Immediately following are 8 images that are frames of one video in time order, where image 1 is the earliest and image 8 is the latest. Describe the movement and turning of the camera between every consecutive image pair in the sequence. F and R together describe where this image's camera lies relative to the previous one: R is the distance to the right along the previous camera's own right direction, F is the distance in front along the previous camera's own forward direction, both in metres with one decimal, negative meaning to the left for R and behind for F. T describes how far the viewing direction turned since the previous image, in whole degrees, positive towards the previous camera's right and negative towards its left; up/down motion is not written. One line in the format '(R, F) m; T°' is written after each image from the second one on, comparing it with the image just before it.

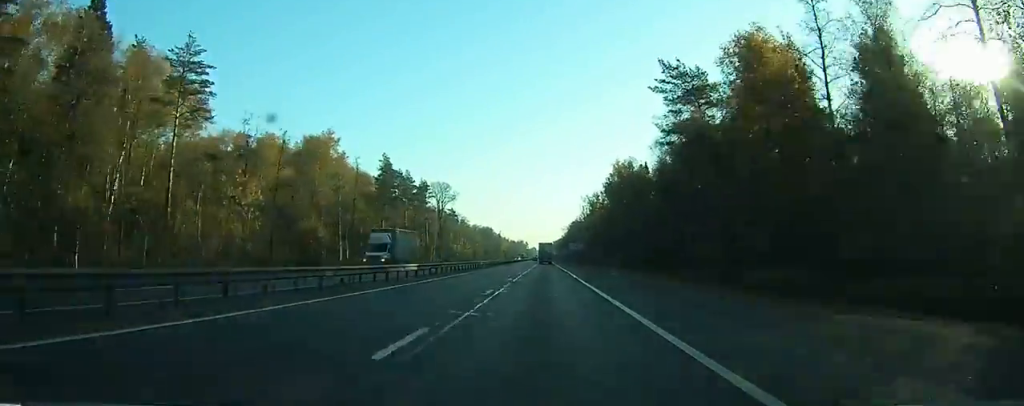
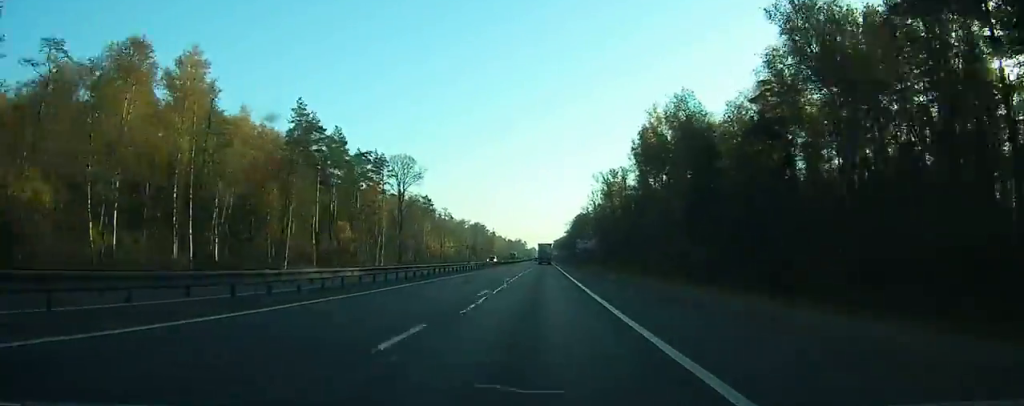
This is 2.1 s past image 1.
(-0.3, +47.3) m; 0°
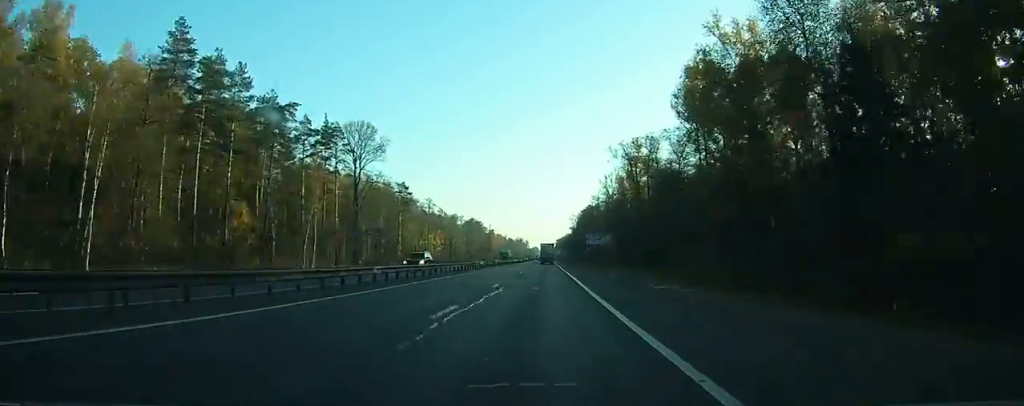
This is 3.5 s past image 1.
(0.0, +32.1) m; 0°
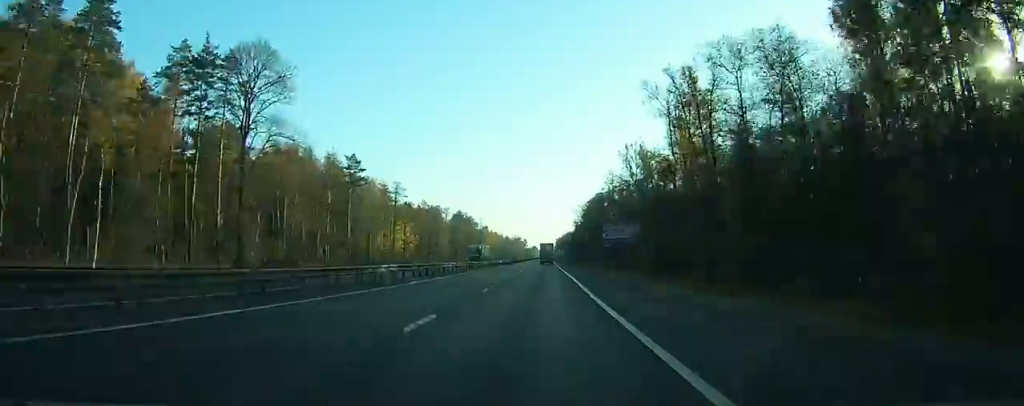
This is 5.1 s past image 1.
(0.0, +38.2) m; 0°
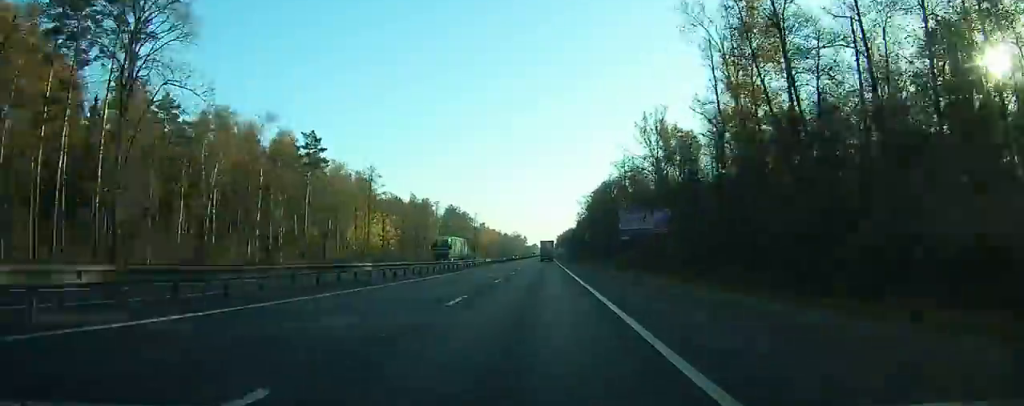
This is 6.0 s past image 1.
(0.0, +19.9) m; 0°
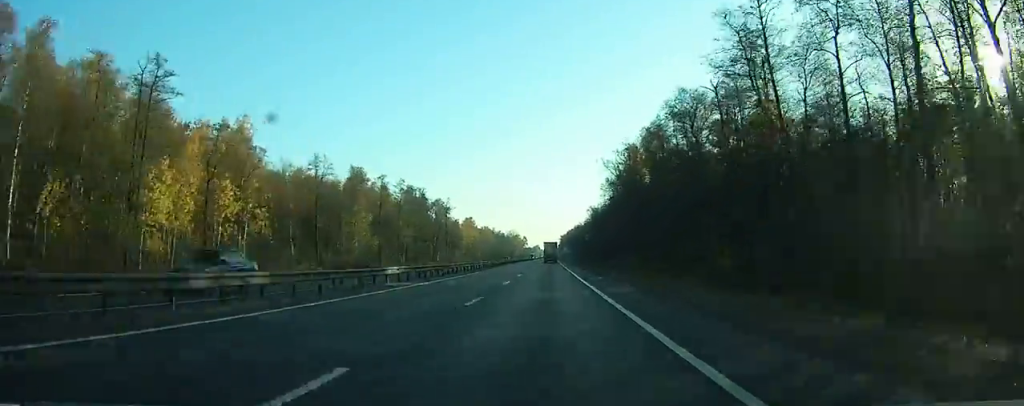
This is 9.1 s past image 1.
(0.0, +70.5) m; 0°
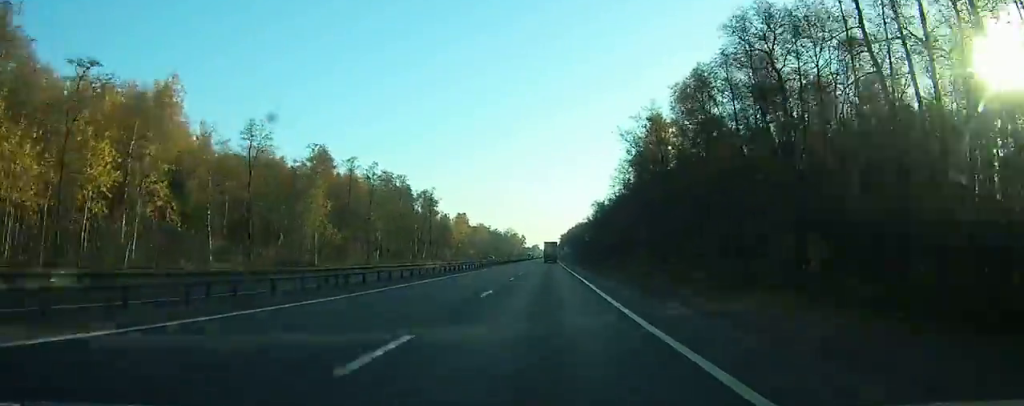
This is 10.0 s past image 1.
(0.0, +21.5) m; 0°
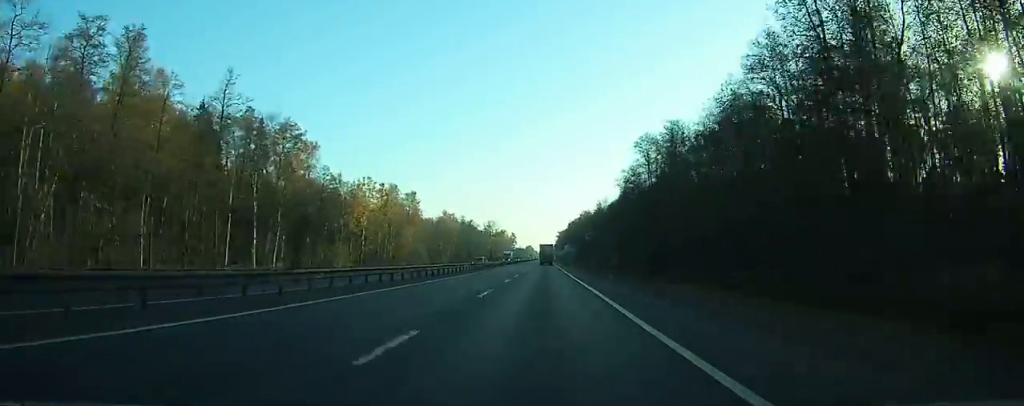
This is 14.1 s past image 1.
(+0.4, +95.3) m; +1°
